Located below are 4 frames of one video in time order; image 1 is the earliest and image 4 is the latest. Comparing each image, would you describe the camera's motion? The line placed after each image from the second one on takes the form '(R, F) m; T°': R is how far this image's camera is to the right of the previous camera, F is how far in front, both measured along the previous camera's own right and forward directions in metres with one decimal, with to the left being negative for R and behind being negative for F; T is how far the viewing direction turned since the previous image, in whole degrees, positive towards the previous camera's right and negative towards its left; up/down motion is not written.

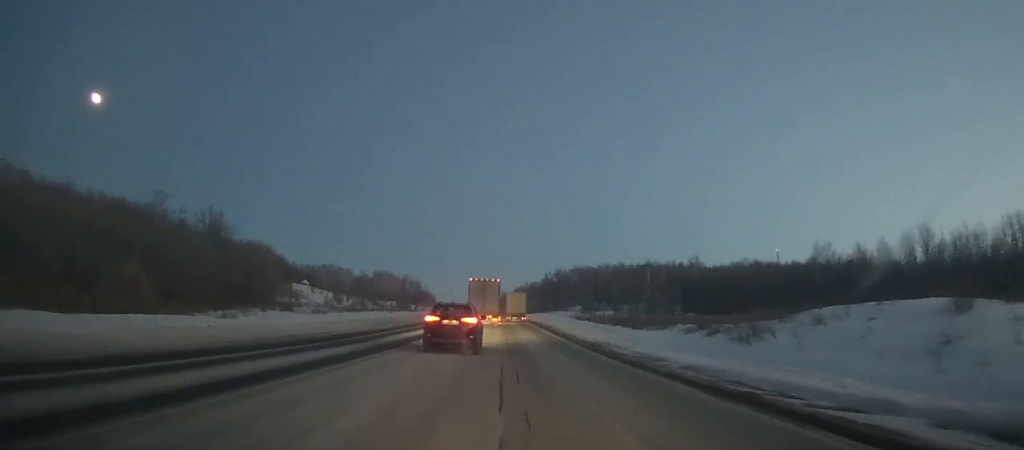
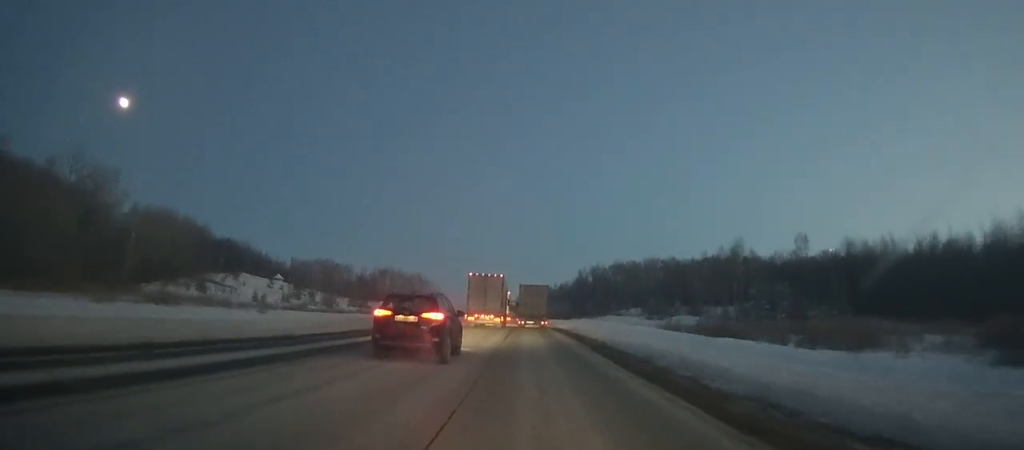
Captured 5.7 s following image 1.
(-0.2, +55.4) m; -1°
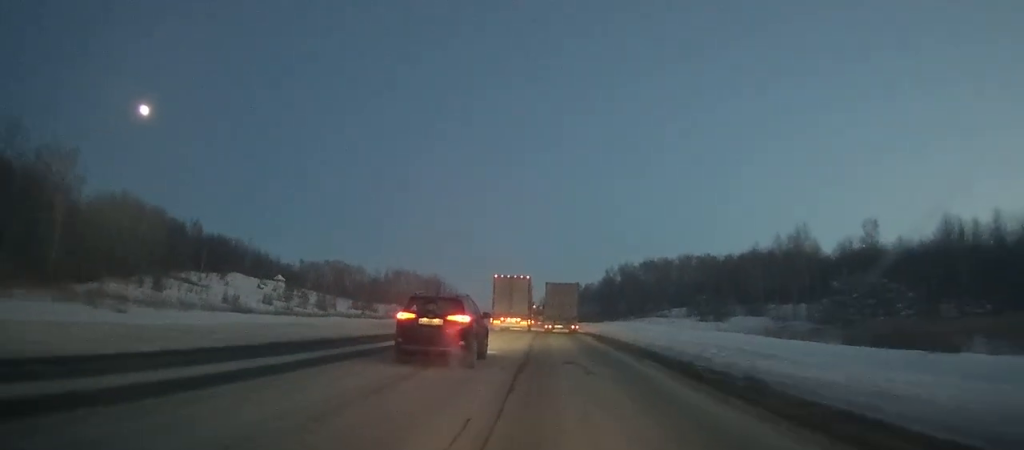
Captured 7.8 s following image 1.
(0.0, +17.3) m; -1°
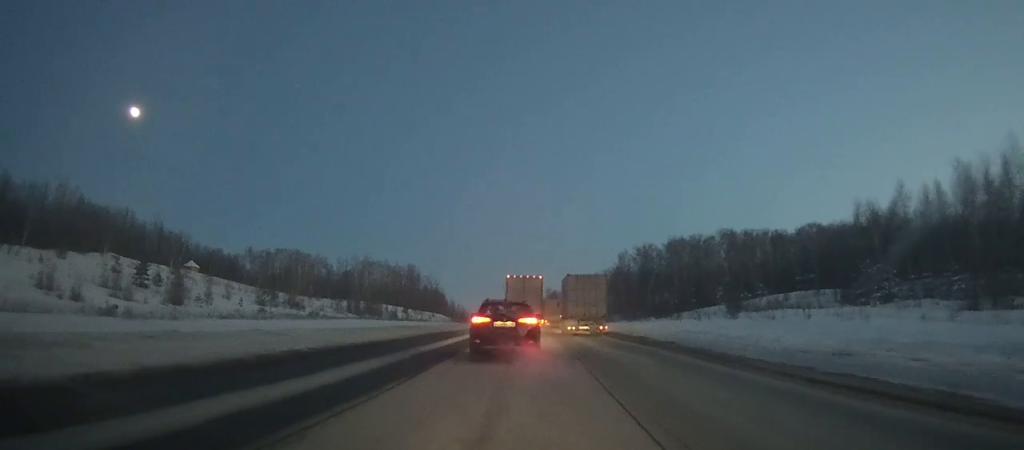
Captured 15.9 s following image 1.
(-1.5, +52.4) m; -1°
